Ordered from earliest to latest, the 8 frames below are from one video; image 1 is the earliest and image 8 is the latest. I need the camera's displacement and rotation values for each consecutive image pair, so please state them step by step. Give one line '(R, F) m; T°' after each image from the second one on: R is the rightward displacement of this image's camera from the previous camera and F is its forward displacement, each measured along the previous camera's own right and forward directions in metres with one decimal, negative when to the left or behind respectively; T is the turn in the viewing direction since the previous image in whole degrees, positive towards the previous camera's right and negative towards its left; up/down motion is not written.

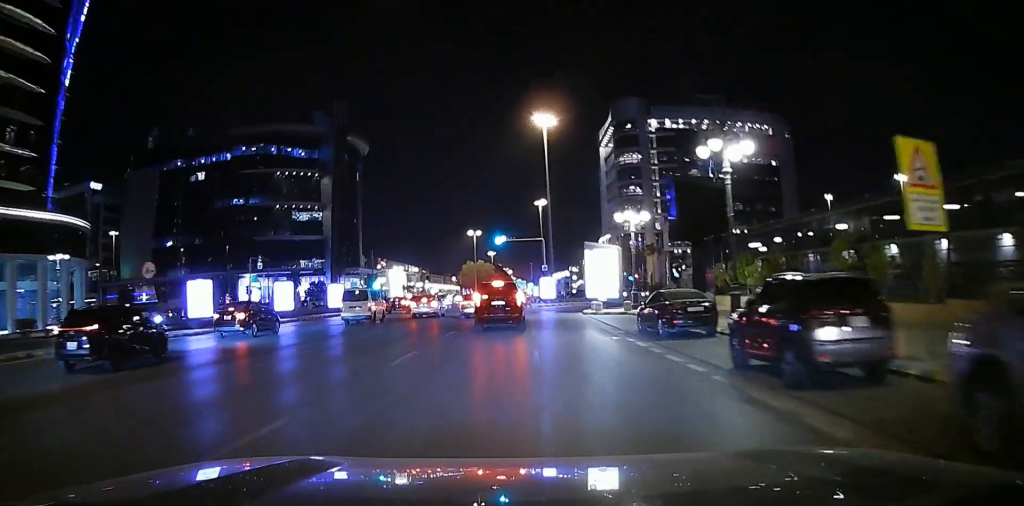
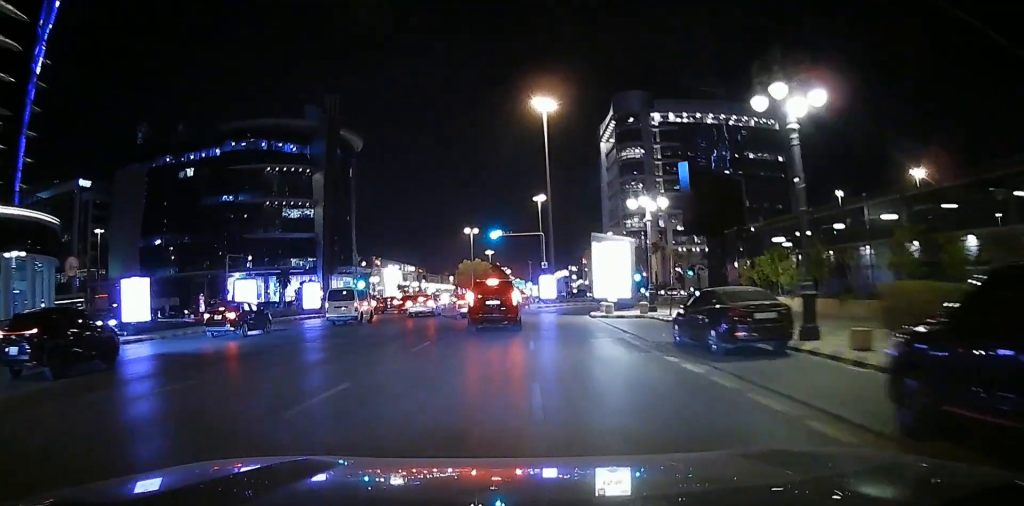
(+0.3, +6.3) m; +2°
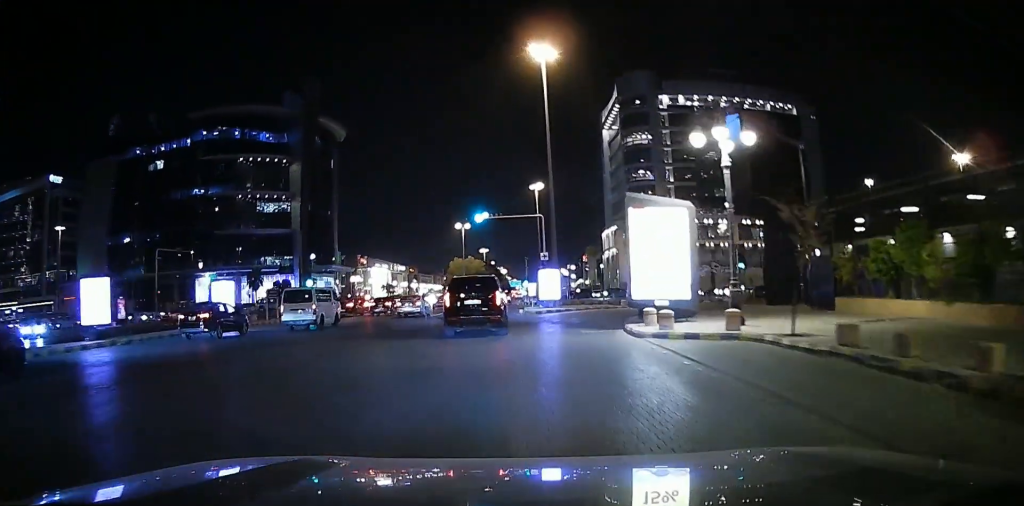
(+0.2, +14.7) m; +1°
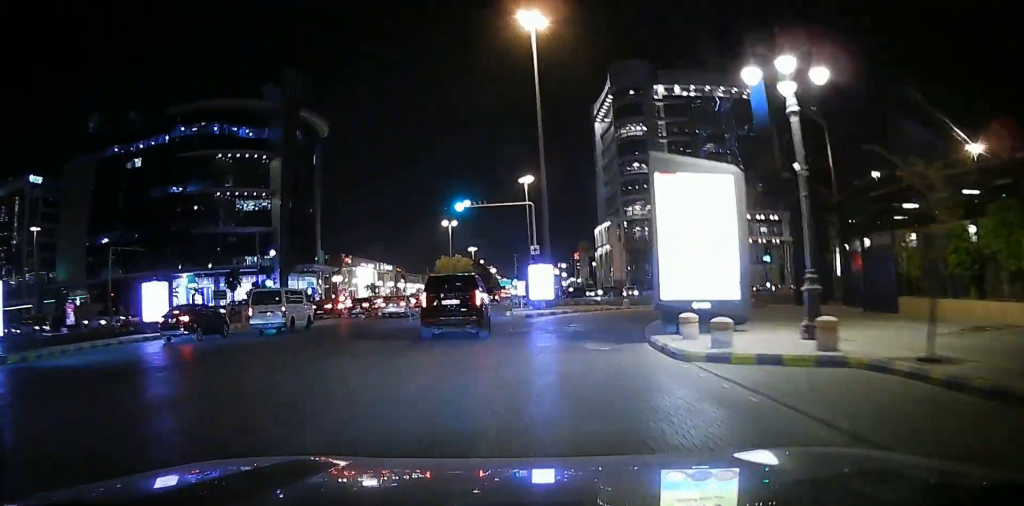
(0.0, +6.6) m; +1°
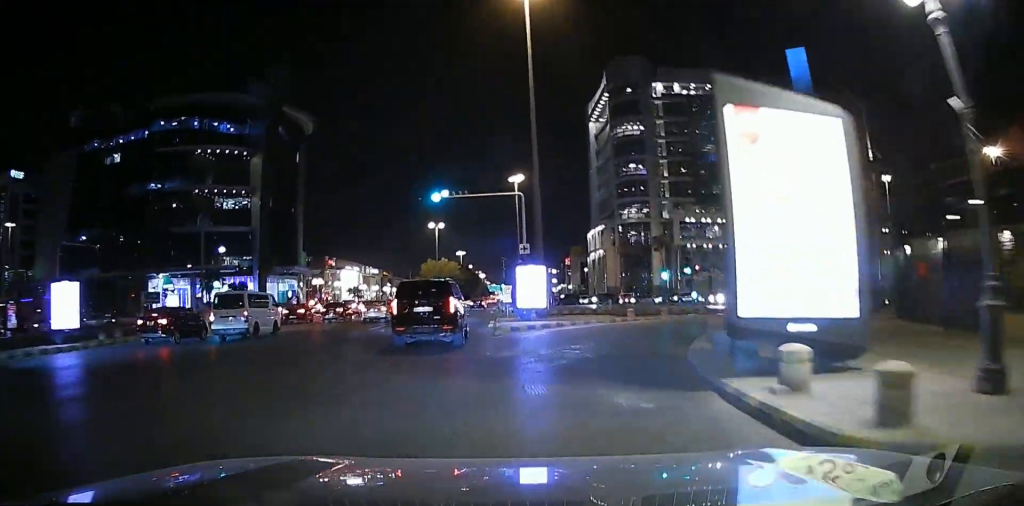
(0.0, +7.1) m; +1°
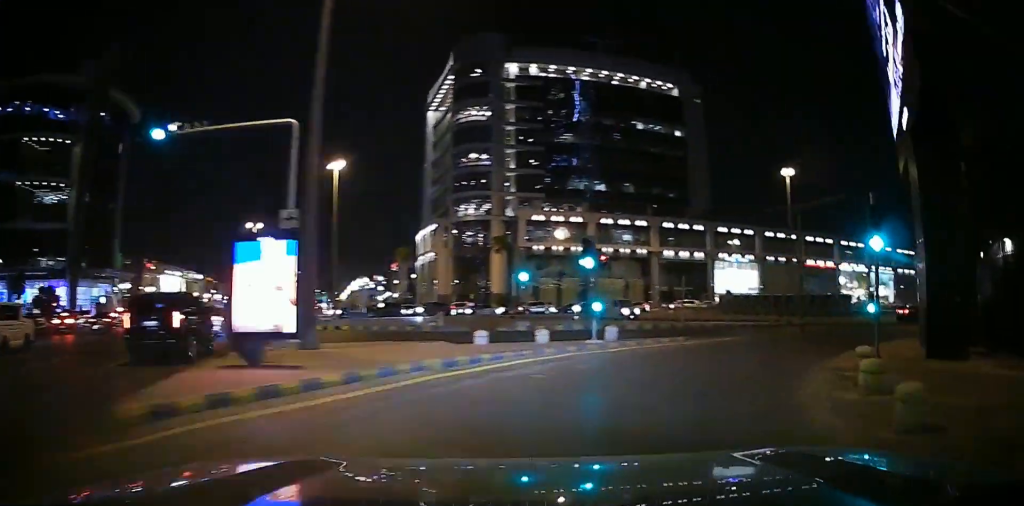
(+0.7, +19.7) m; +9°
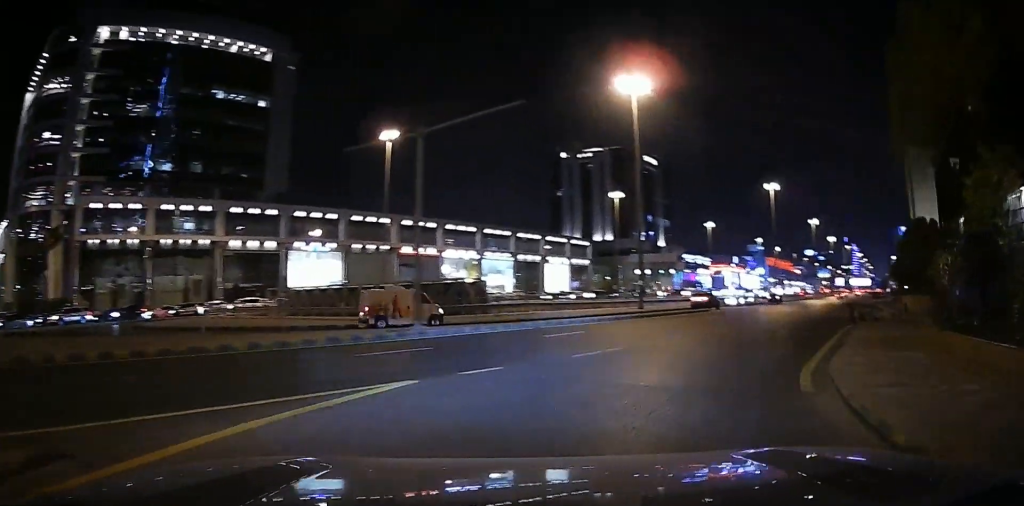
(+5.4, +20.0) m; +41°
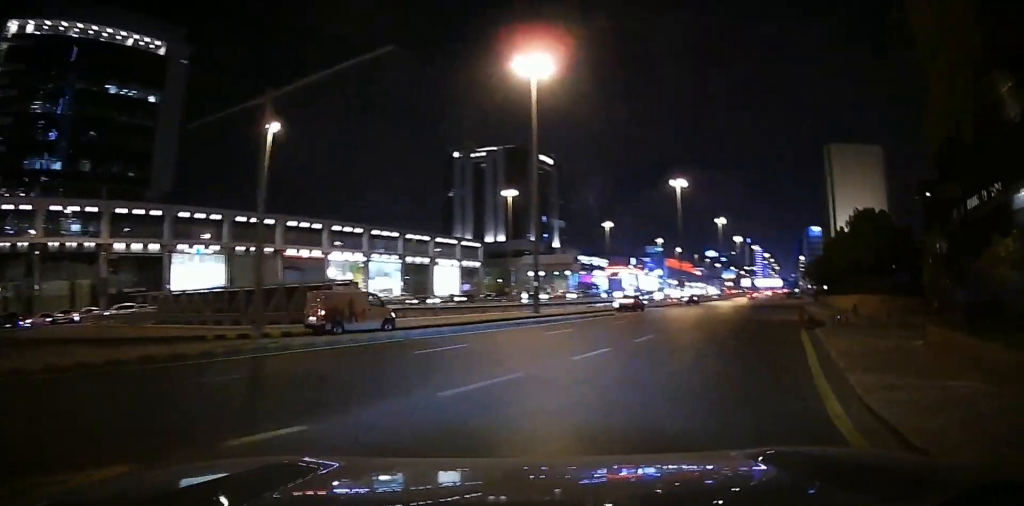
(0.0, +5.4) m; +15°
